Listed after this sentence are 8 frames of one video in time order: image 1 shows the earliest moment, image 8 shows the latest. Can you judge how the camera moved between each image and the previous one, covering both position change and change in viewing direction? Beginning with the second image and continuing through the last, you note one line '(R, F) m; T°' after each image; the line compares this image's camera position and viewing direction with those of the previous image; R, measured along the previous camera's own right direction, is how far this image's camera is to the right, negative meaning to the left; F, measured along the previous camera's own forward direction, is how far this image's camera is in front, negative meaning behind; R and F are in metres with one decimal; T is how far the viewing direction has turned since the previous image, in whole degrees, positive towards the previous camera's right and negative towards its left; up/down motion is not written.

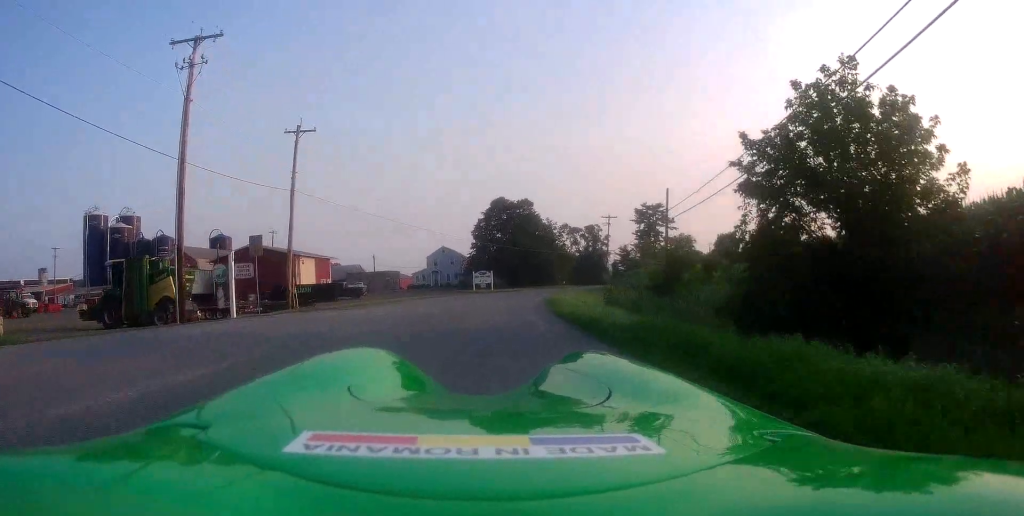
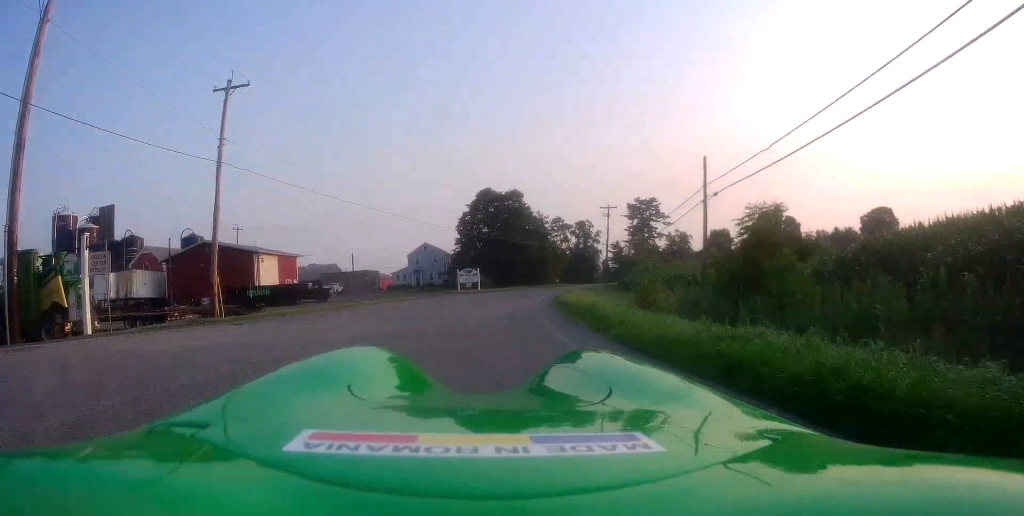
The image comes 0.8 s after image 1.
(+0.1, +8.7) m; +3°
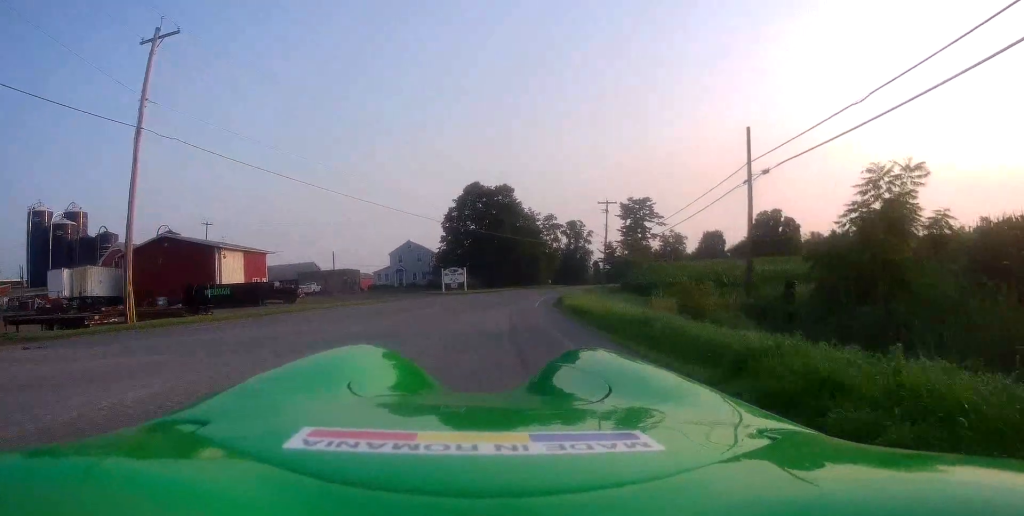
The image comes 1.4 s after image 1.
(+0.1, +6.1) m; +3°
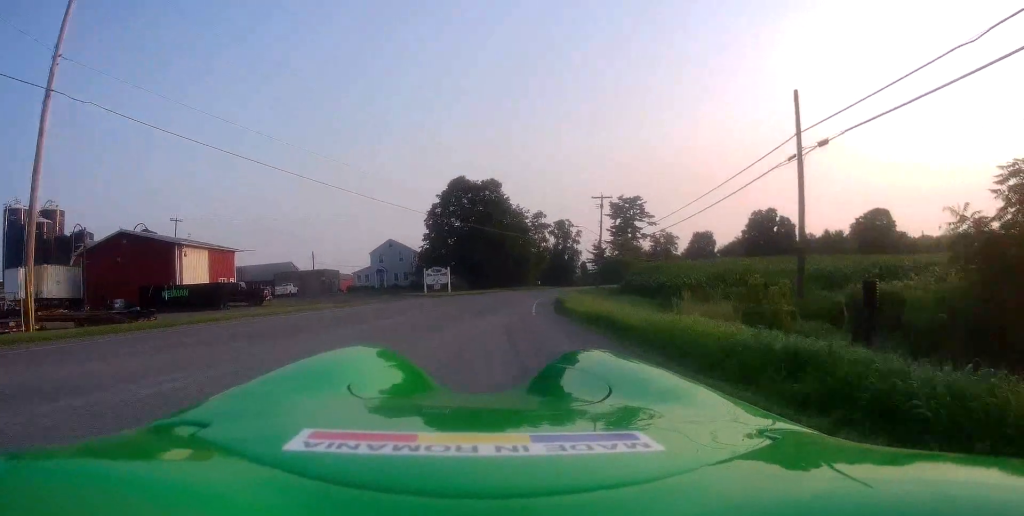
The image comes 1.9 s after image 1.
(+0.1, +4.8) m; +1°
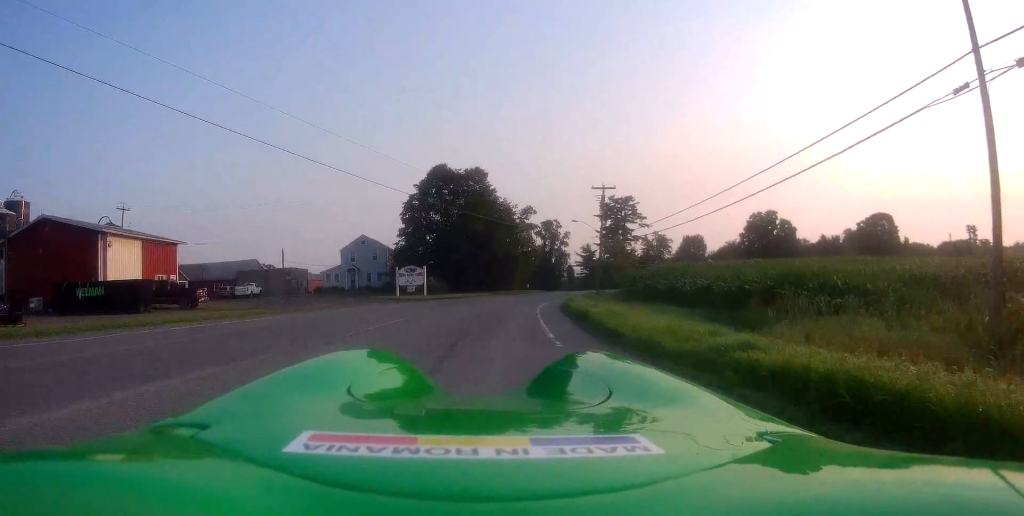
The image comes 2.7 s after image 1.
(+0.2, +8.9) m; +1°
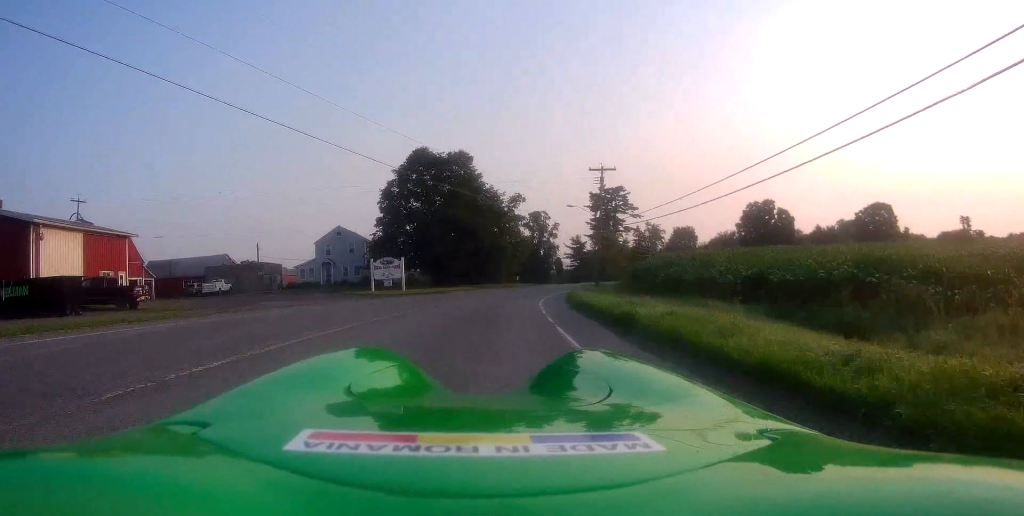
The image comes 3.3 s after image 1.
(0.0, +6.3) m; 0°
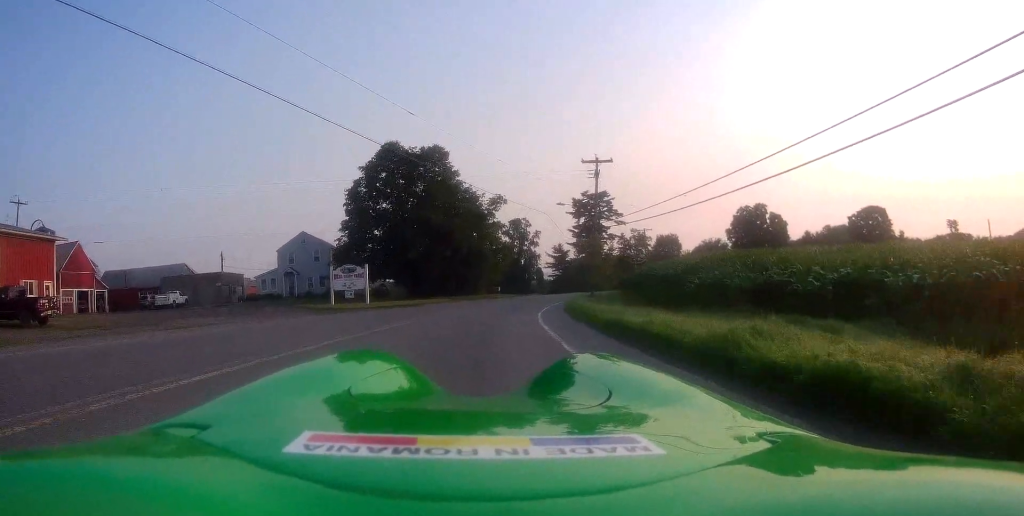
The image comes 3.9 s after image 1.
(0.0, +6.8) m; +1°
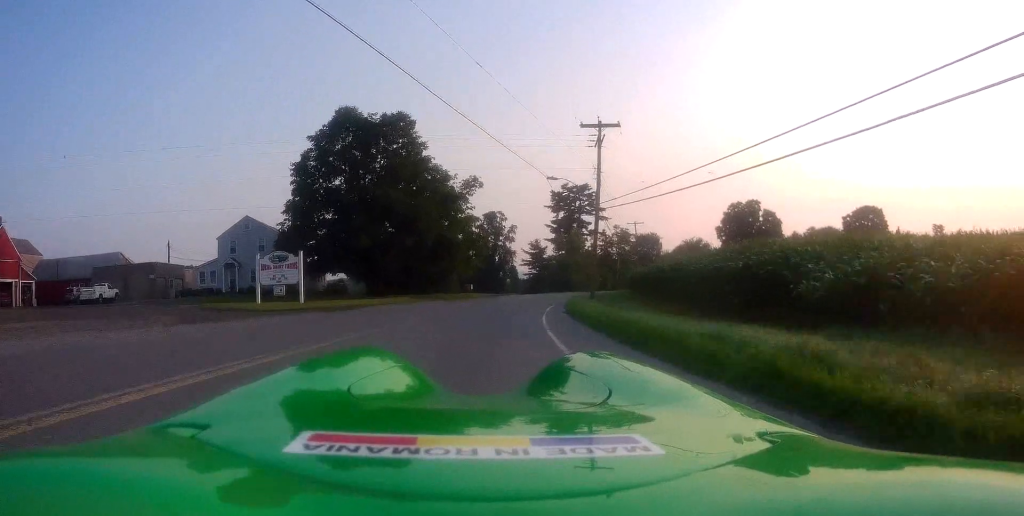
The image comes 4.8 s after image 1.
(+0.1, +9.9) m; +3°
